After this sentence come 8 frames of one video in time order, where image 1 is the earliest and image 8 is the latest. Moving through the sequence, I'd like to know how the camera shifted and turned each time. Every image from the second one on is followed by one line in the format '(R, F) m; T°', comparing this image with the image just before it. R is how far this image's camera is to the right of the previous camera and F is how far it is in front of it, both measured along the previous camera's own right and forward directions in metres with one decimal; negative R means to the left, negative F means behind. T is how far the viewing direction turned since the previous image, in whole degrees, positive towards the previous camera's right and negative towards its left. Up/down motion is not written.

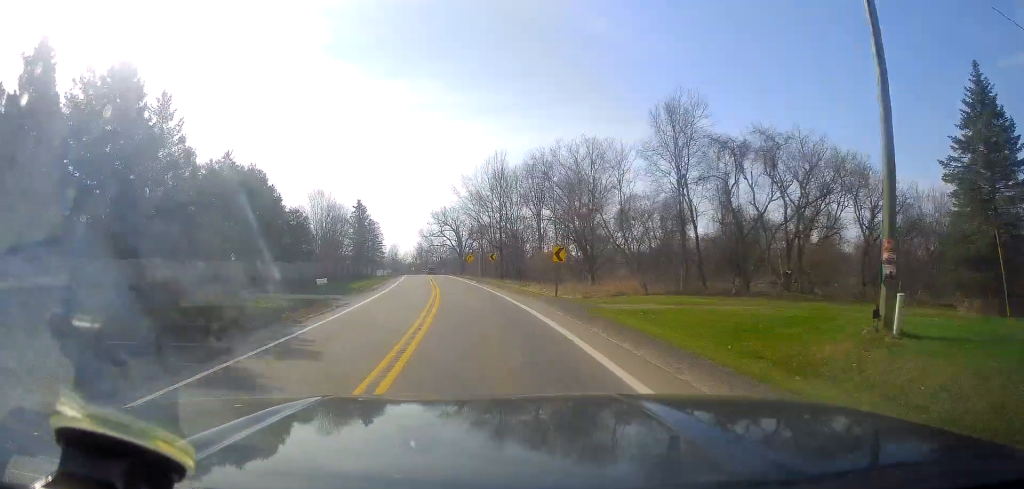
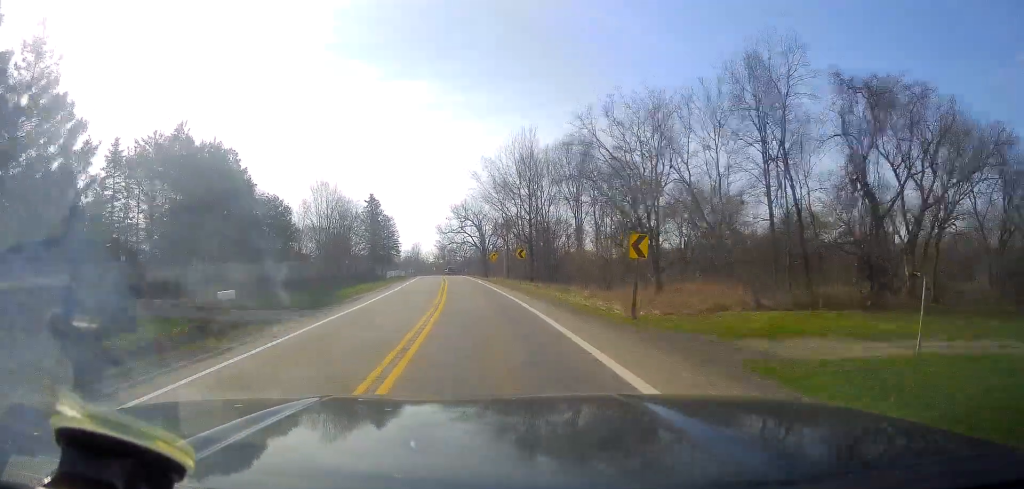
(-0.5, +12.9) m; -2°
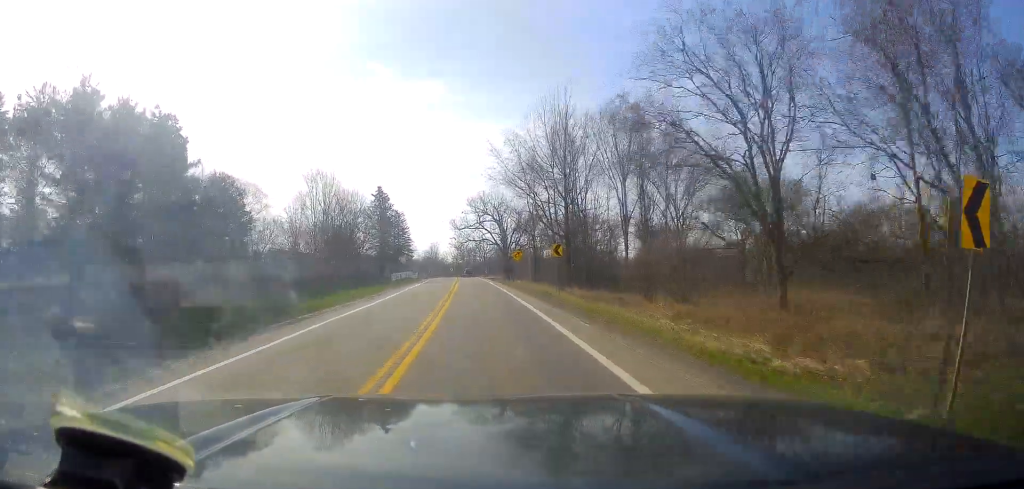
(-0.3, +13.6) m; -2°
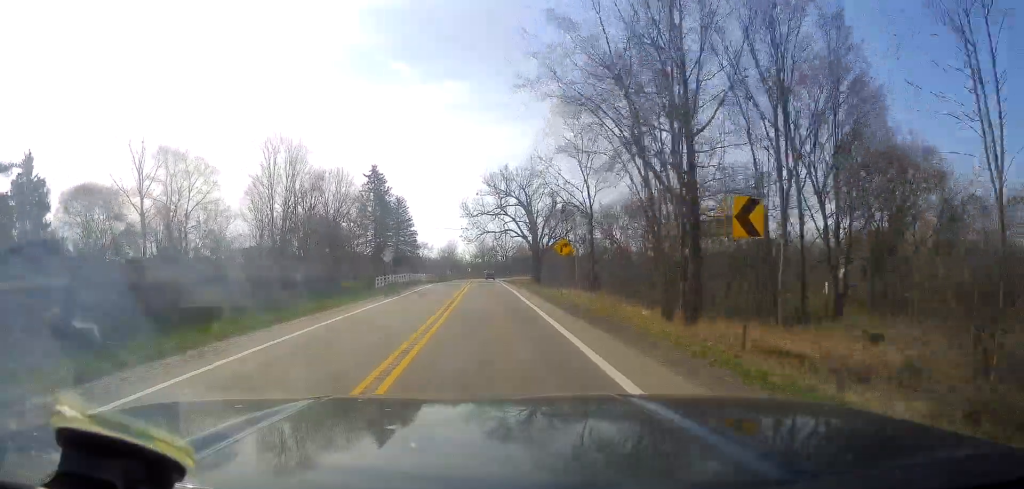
(-0.4, +24.2) m; -2°
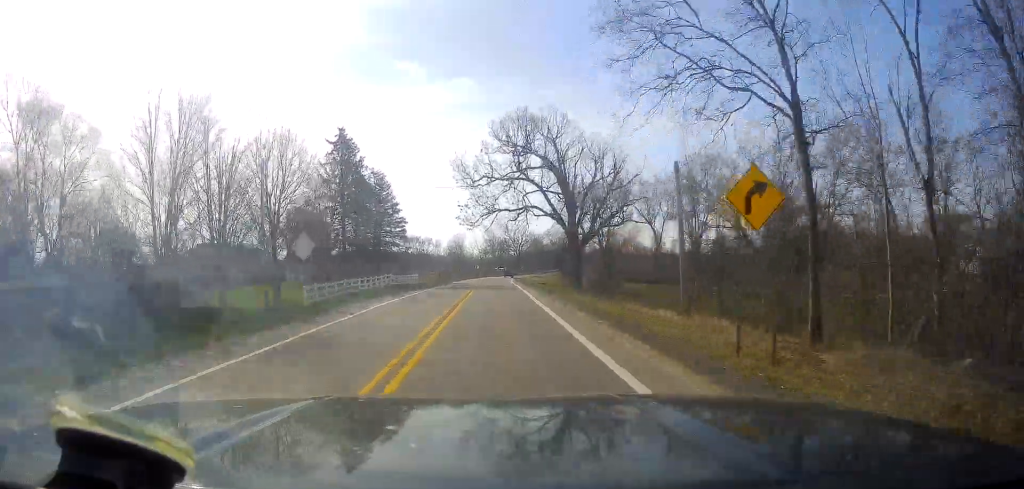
(-0.4, +25.6) m; -2°
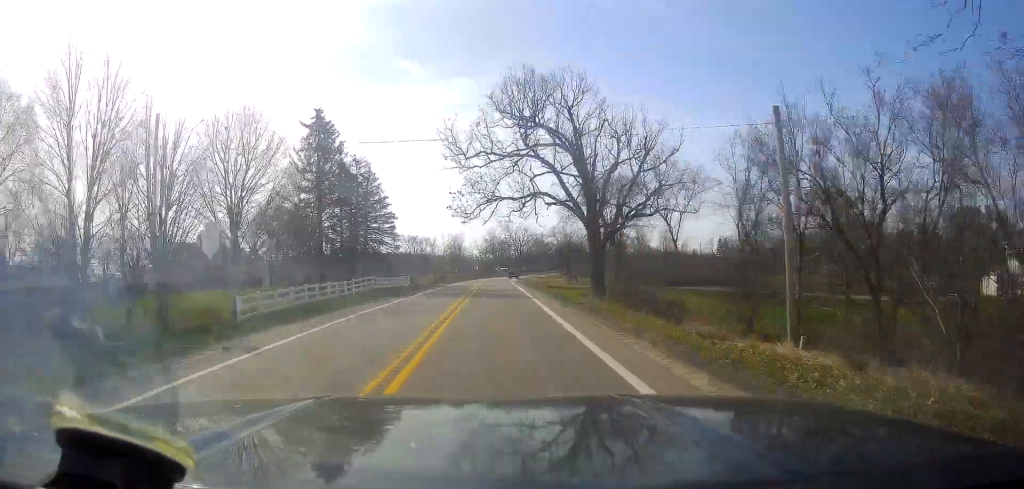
(0.0, +9.4) m; -1°
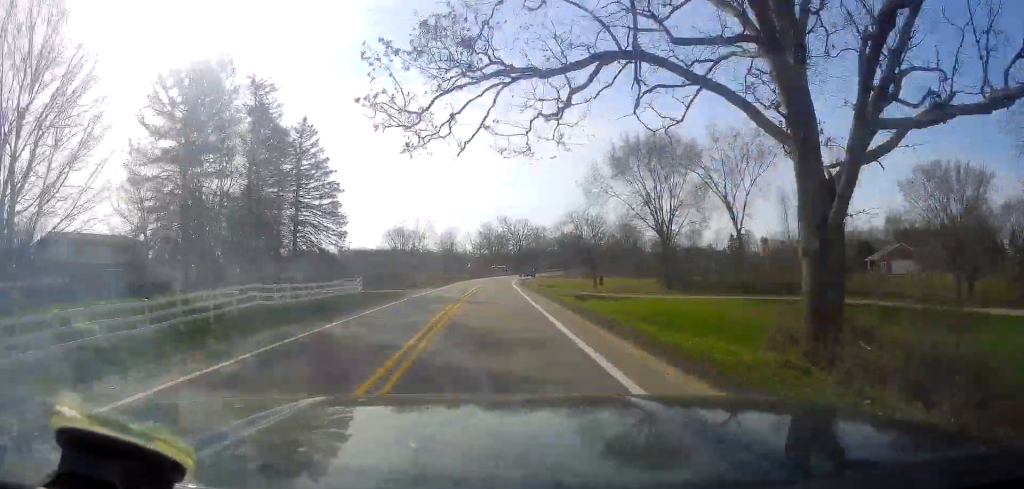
(-0.3, +26.5) m; 0°
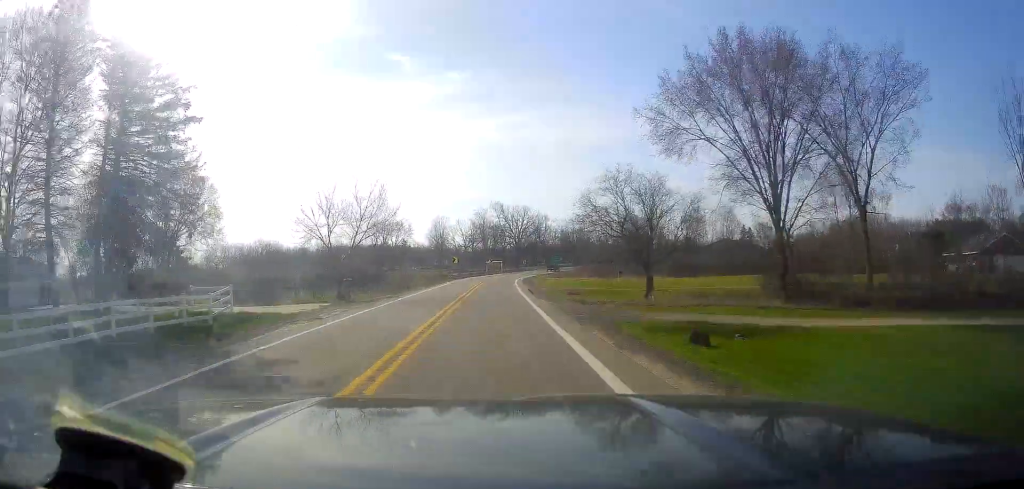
(+0.5, +25.8) m; +2°
